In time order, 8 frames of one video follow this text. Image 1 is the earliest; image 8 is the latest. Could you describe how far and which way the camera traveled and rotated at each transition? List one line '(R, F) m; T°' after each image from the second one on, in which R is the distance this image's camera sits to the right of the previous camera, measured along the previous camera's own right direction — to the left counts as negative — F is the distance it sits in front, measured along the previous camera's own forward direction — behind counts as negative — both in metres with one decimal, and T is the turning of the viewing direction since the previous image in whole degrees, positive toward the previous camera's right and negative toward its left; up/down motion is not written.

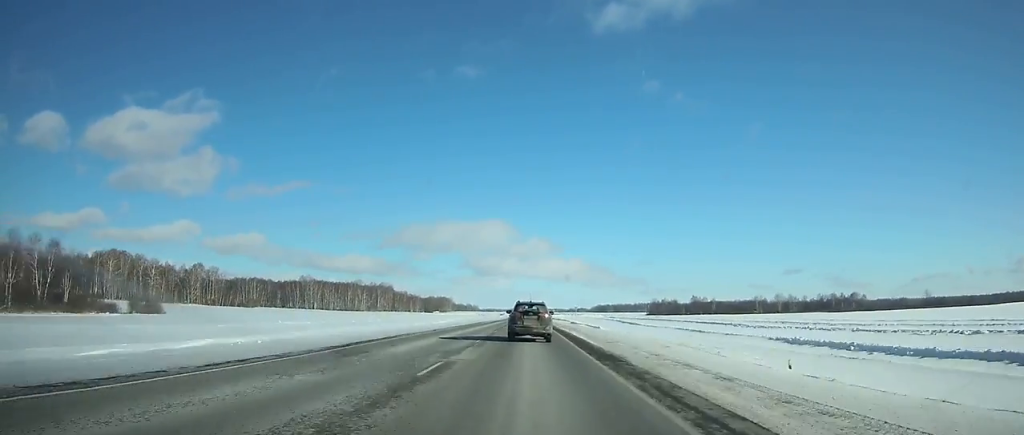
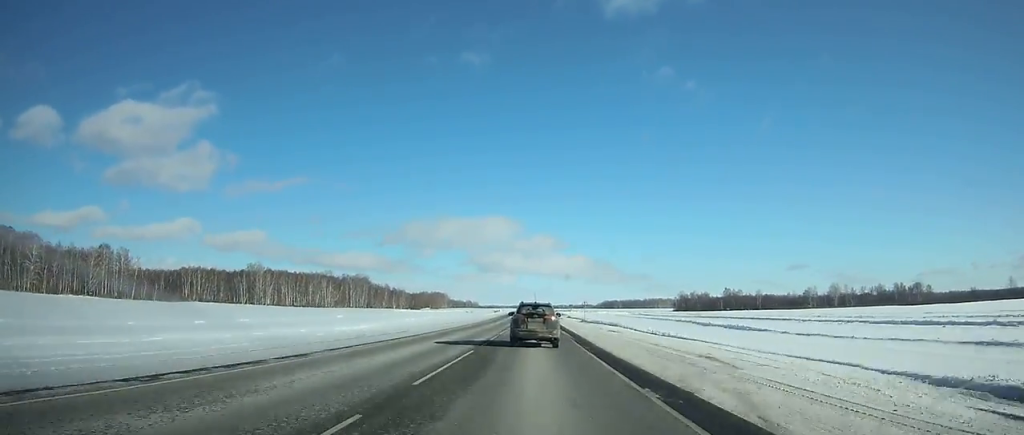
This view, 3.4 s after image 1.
(-0.1, +90.4) m; 0°
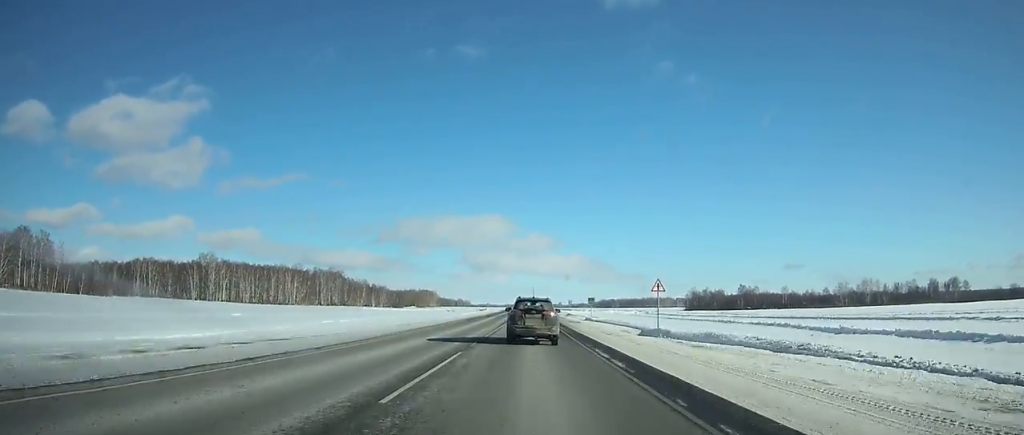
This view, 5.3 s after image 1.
(0.0, +49.7) m; 0°
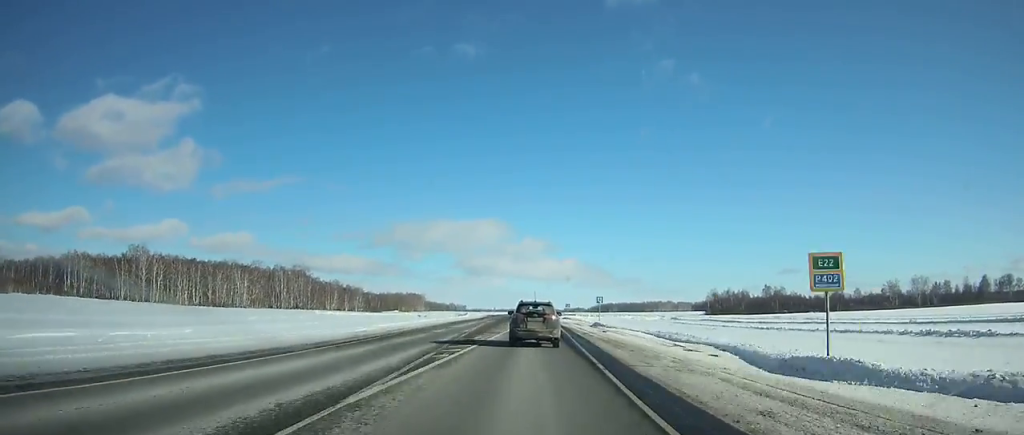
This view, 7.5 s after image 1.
(+0.2, +56.8) m; 0°
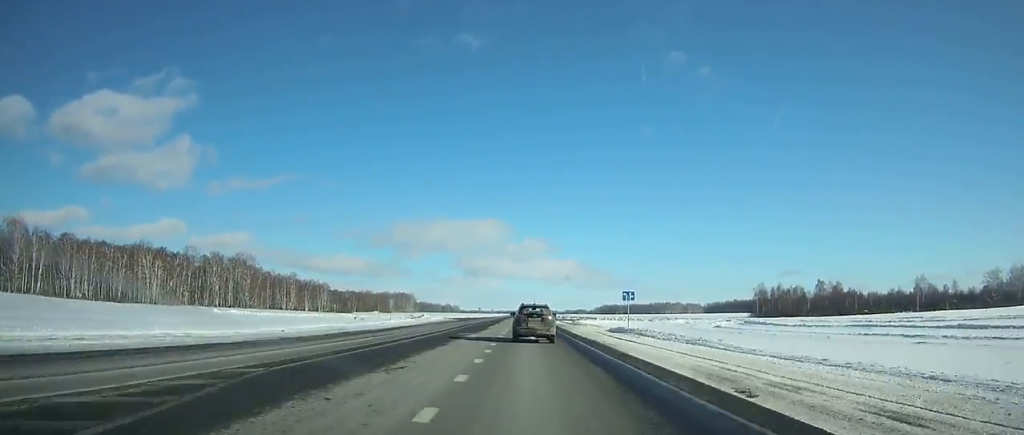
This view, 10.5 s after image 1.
(+0.3, +76.9) m; 0°
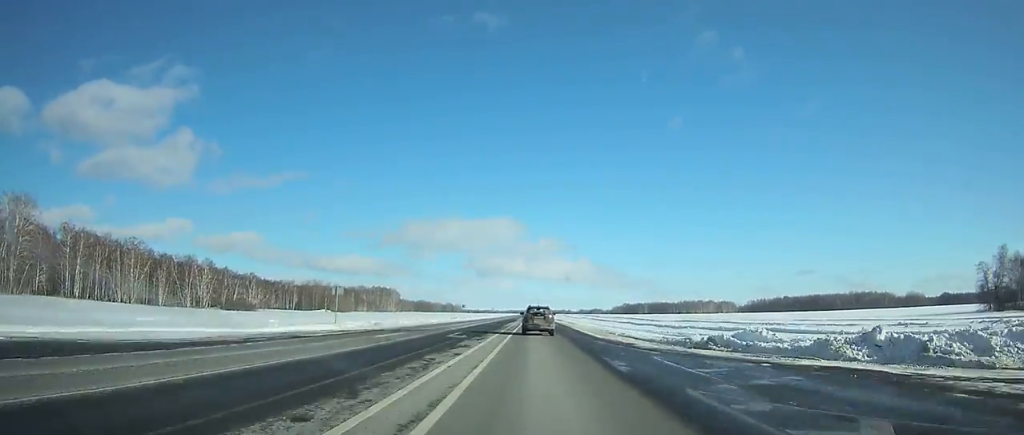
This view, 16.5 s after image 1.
(-2.1, +155.7) m; -1°
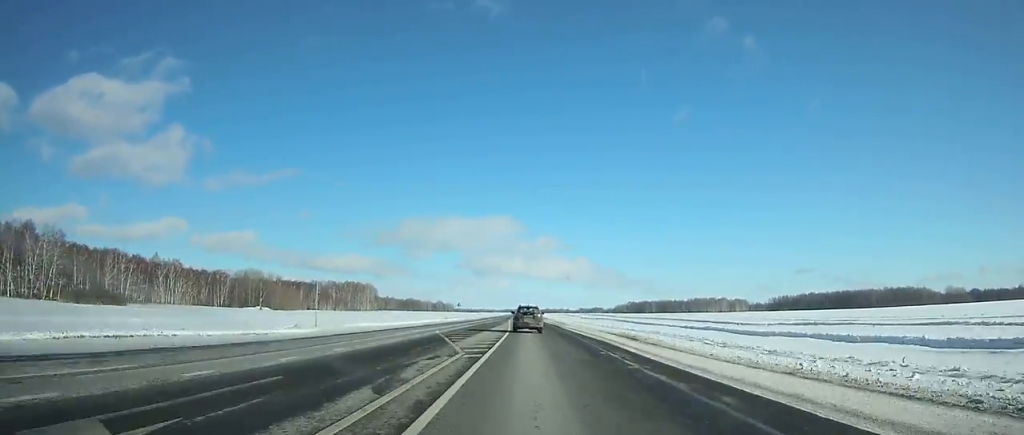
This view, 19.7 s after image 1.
(+0.3, +85.3) m; 0°
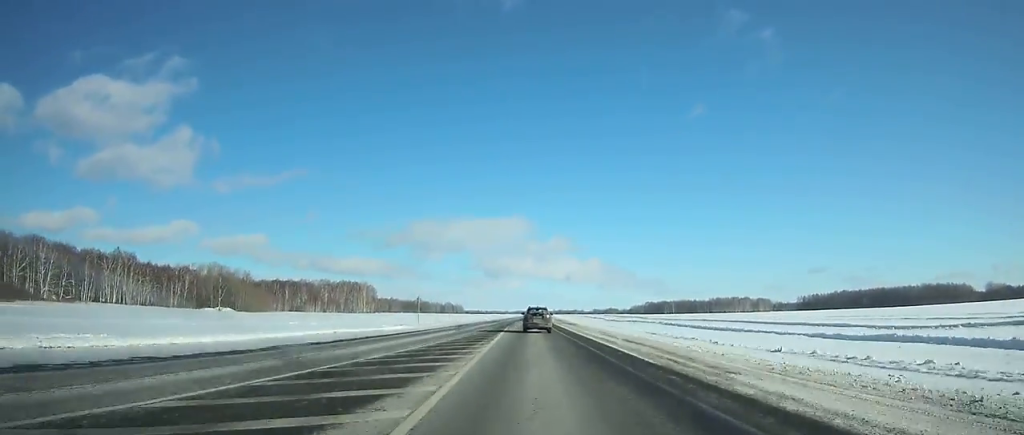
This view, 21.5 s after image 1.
(-0.3, +48.9) m; 0°
